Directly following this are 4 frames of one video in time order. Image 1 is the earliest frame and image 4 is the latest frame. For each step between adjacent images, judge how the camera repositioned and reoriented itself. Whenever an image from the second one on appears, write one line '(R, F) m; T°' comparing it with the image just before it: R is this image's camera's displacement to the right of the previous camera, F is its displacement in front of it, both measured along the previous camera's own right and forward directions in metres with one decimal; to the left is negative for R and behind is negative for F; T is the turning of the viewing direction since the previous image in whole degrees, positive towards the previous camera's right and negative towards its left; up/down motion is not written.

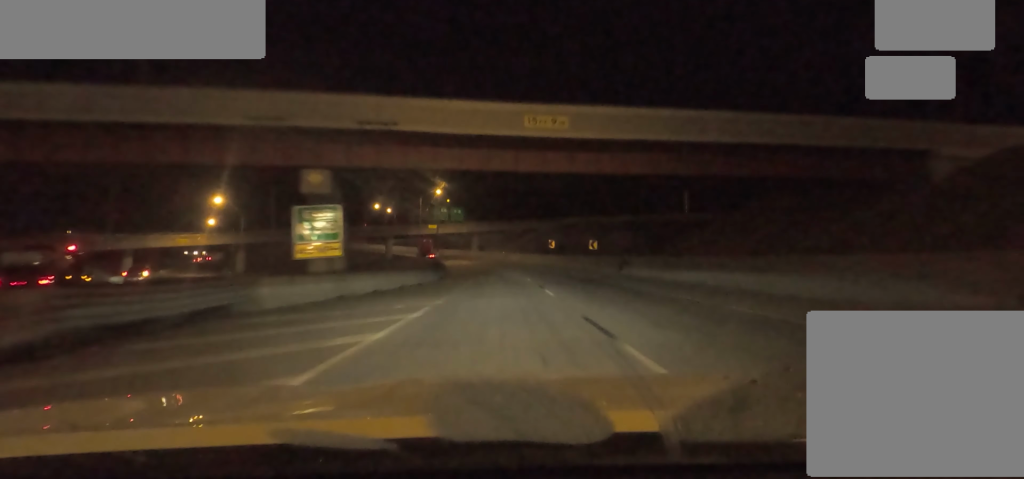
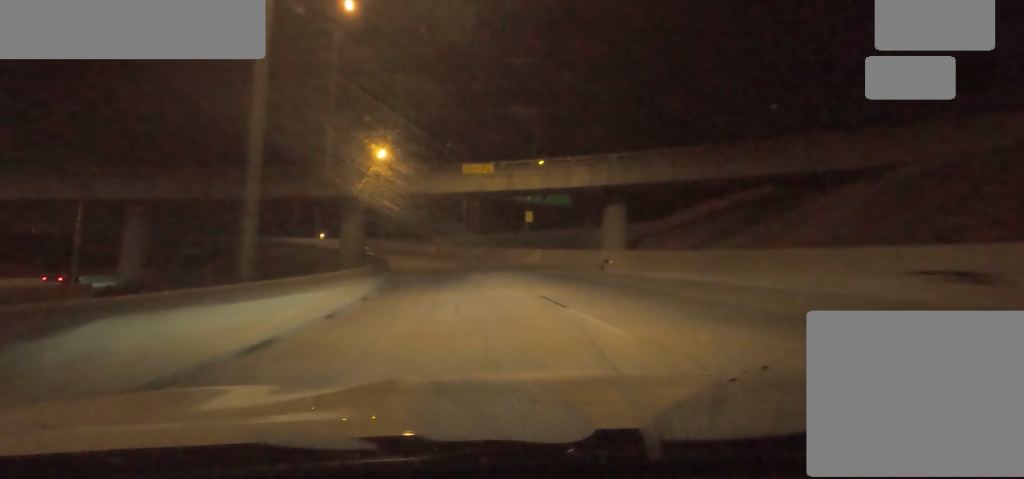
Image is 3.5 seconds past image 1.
(-6.4, +76.6) m; -16°
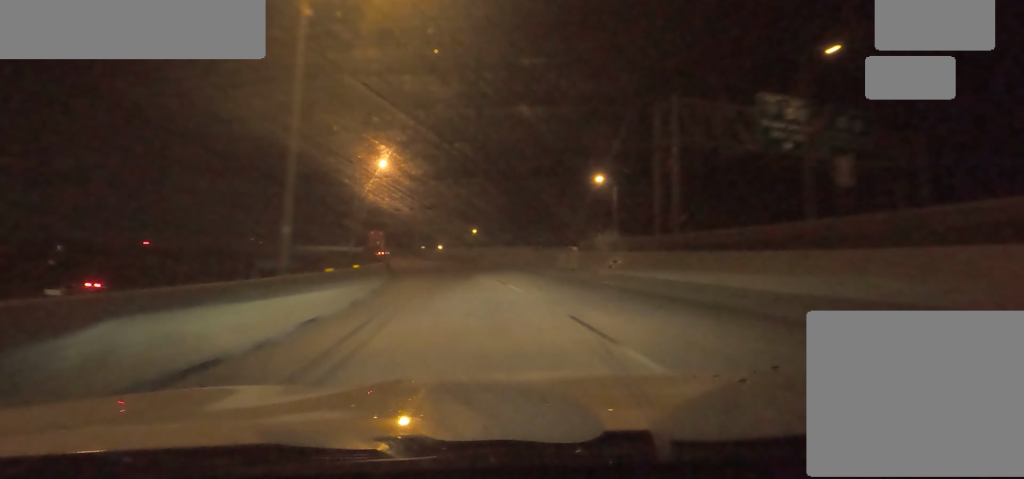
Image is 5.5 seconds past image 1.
(-3.2, +44.7) m; -11°
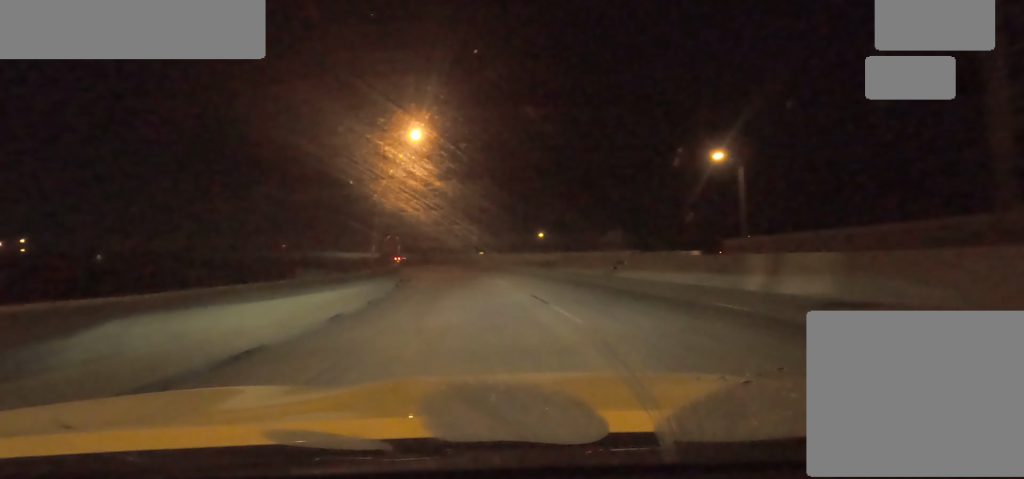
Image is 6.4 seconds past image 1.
(-2.2, +20.9) m; -10°
